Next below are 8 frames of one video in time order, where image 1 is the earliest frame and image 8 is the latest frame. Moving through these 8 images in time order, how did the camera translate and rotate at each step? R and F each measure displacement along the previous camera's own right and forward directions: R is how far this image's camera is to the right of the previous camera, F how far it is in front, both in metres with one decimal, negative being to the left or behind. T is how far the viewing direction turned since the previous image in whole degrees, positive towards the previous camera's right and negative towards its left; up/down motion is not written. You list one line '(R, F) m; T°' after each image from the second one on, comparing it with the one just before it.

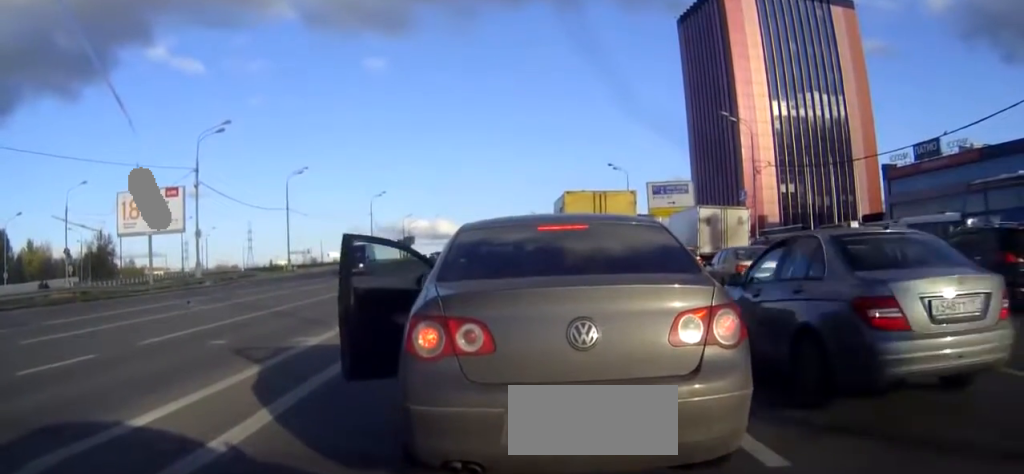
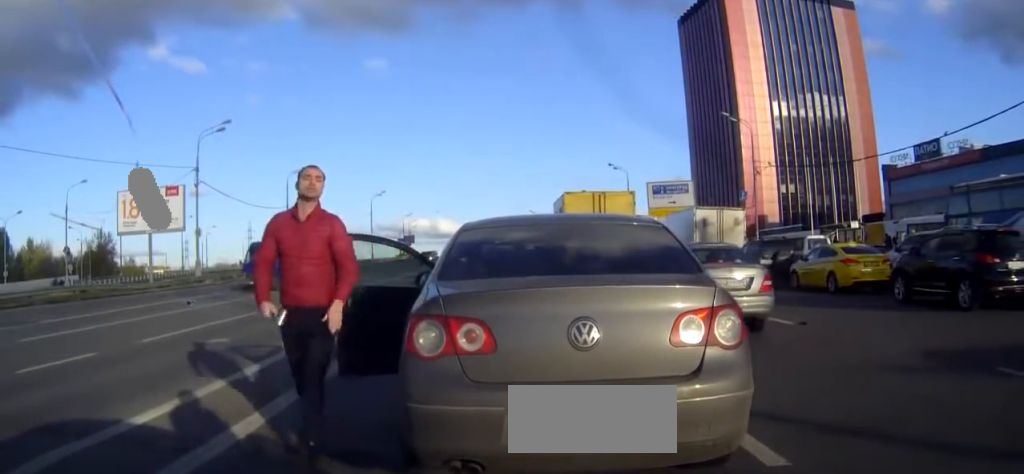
(0.0, 0.0) m; 0°
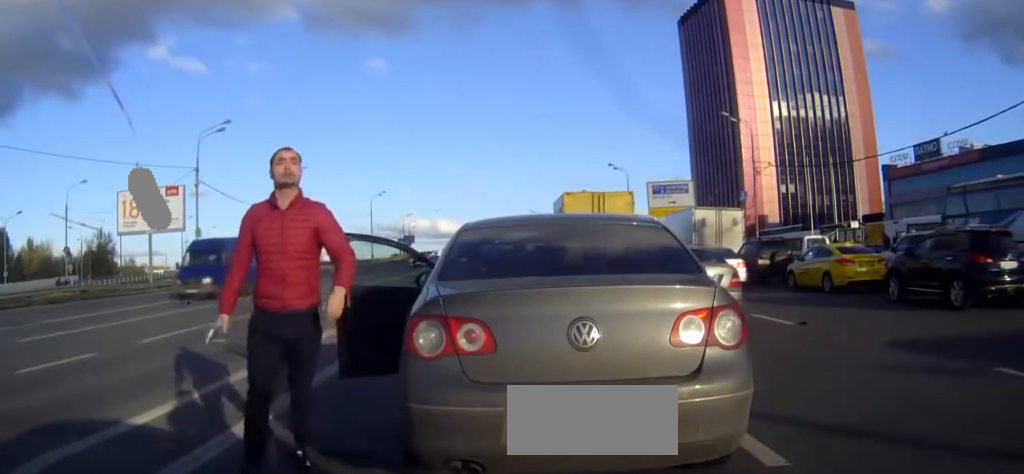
(0.0, 0.0) m; 0°
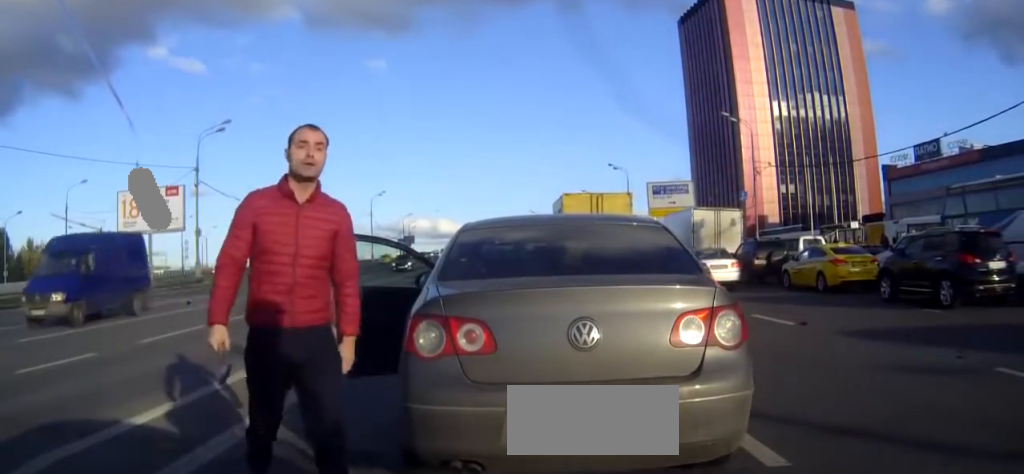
(0.0, 0.0) m; 0°
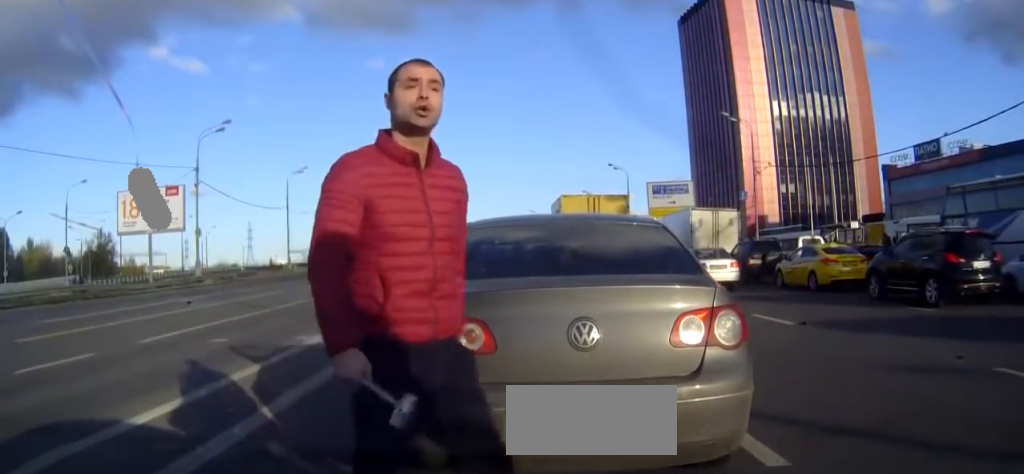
(0.0, 0.0) m; 0°
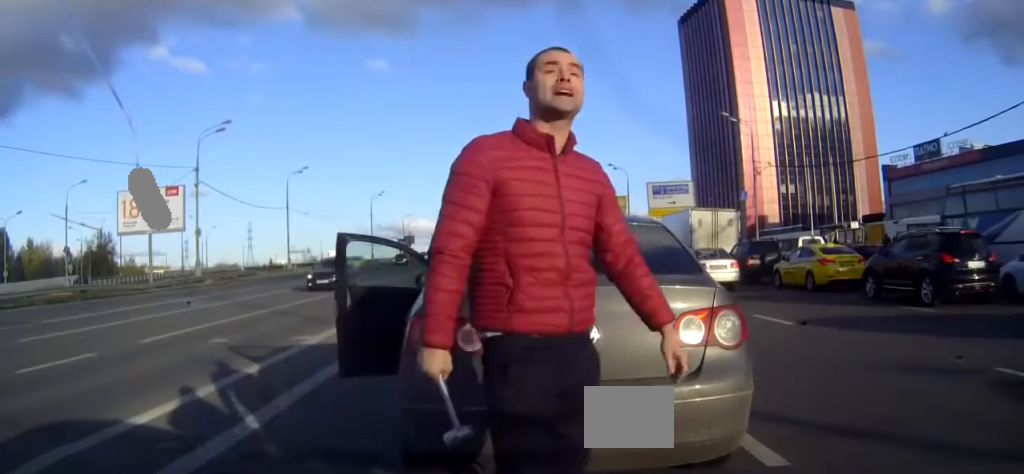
(0.0, 0.0) m; 0°
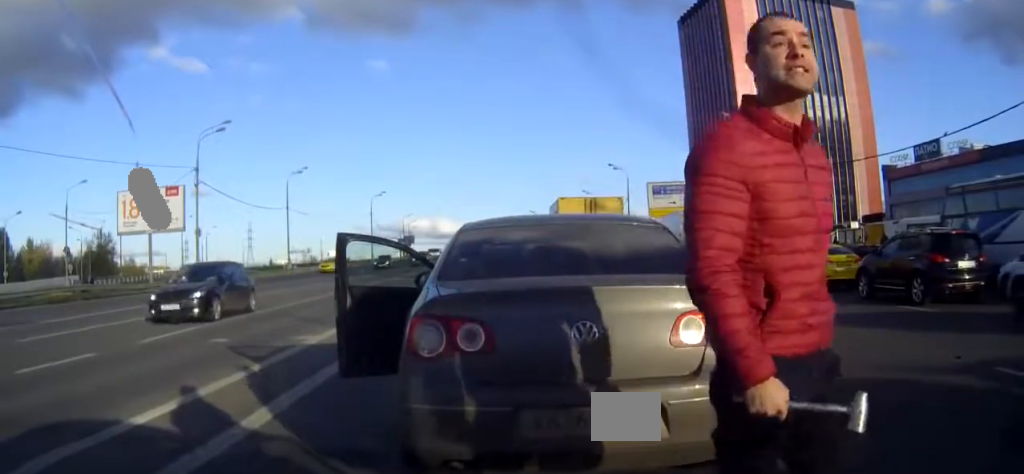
(0.0, 0.0) m; 0°
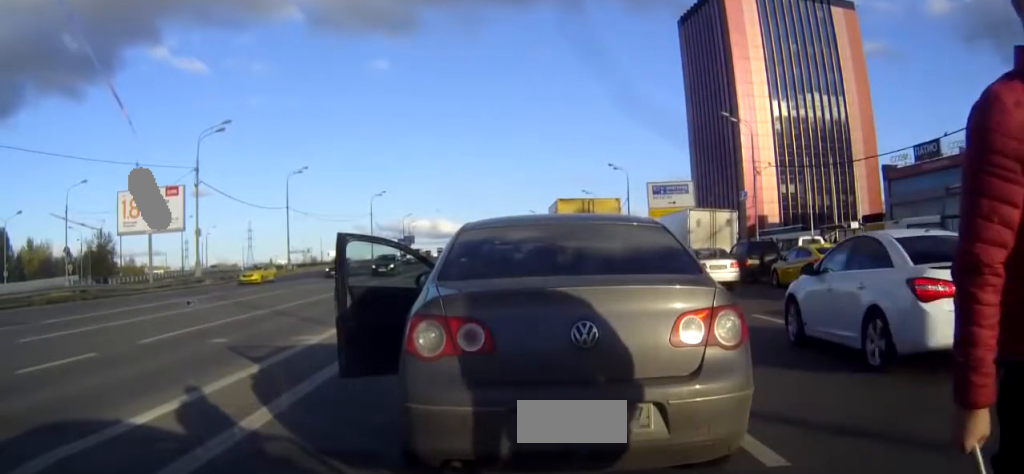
(0.0, 0.0) m; 0°
